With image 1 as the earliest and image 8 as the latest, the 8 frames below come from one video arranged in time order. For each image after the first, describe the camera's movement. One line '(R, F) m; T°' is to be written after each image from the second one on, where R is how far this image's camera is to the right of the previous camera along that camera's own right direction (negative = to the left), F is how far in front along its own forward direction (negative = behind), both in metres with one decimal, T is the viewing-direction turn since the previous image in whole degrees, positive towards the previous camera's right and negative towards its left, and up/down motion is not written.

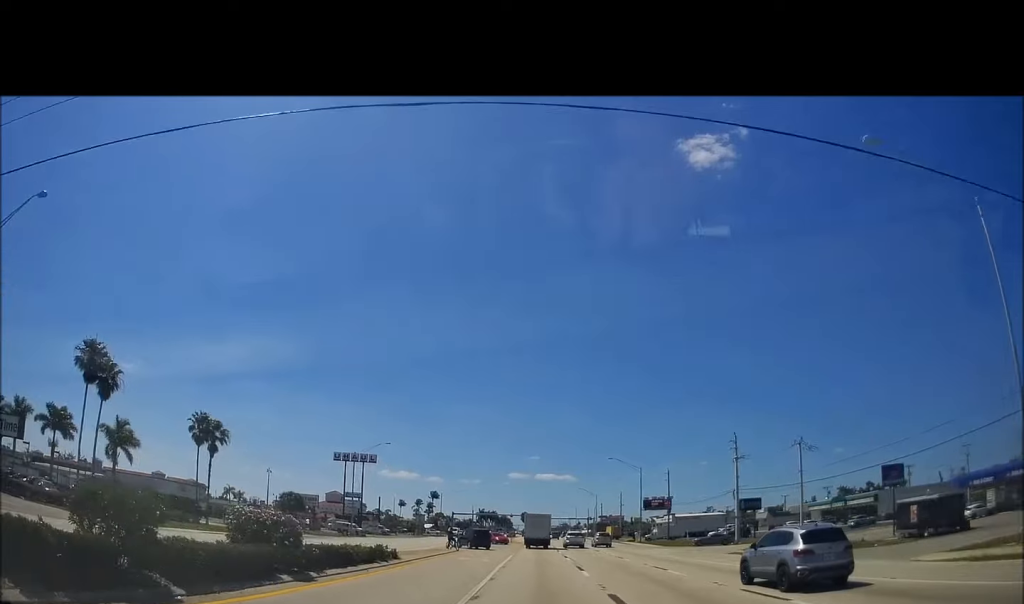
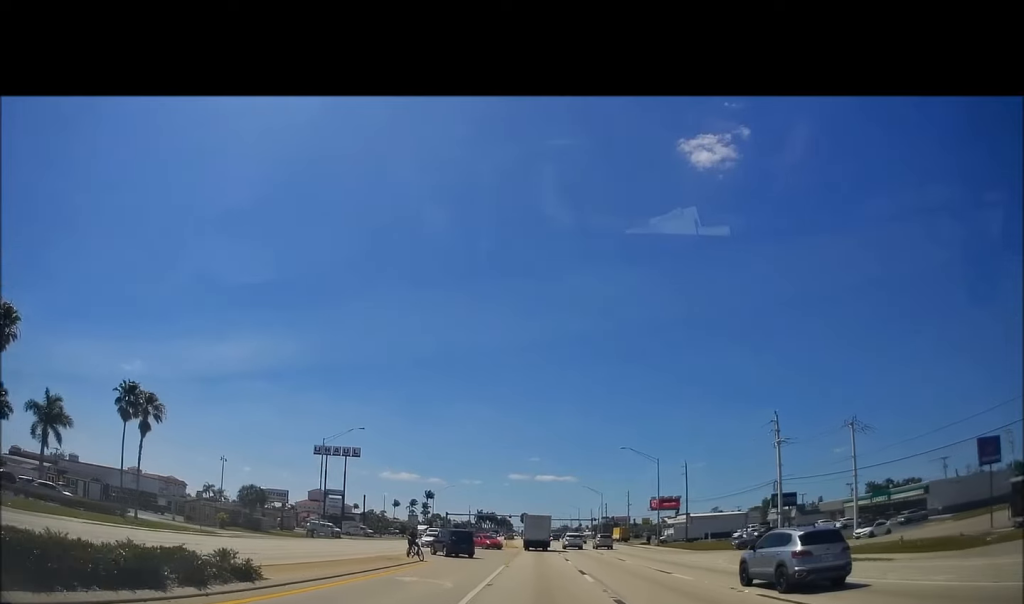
(+0.3, +13.7) m; 0°
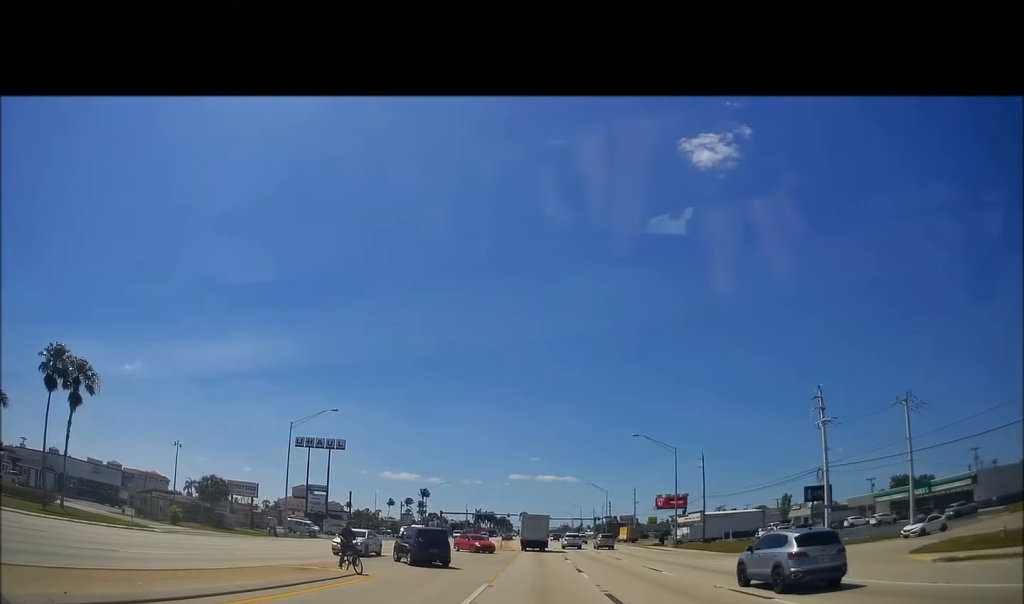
(-0.3, +10.7) m; -1°
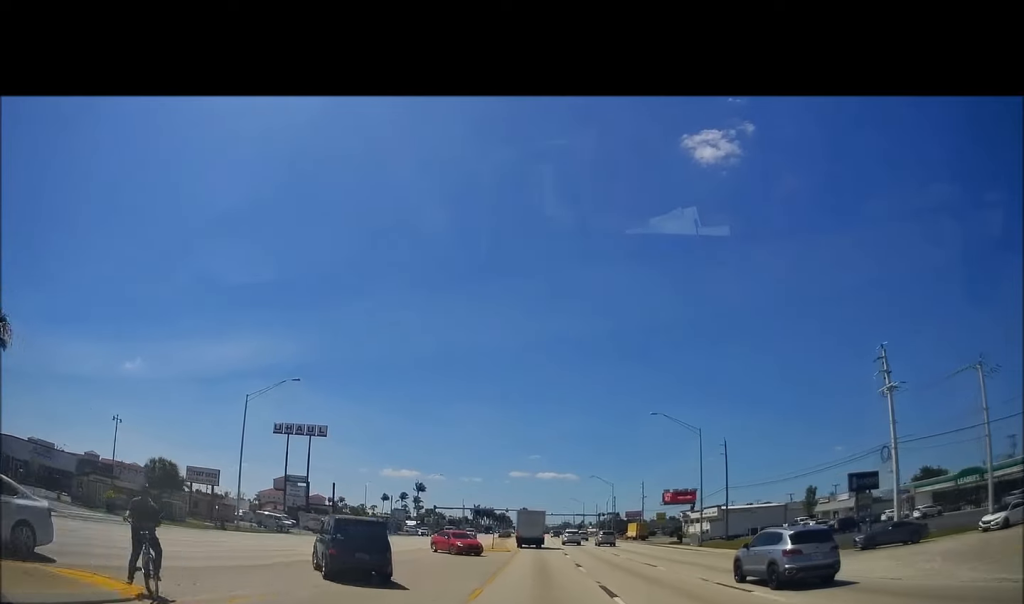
(-0.1, +11.2) m; 0°
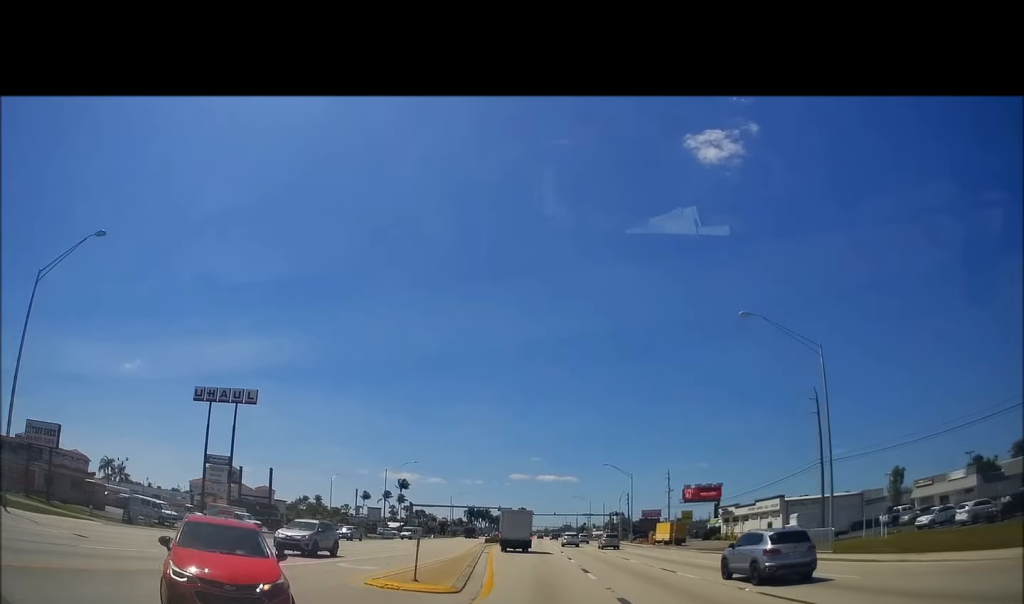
(+0.7, +28.6) m; +1°
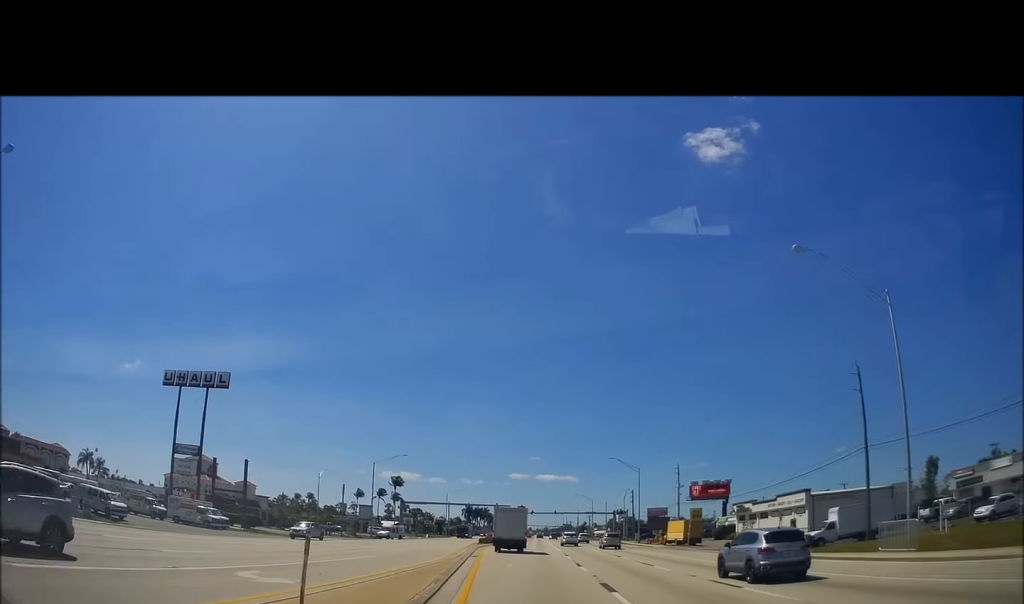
(-0.2, +8.0) m; -1°
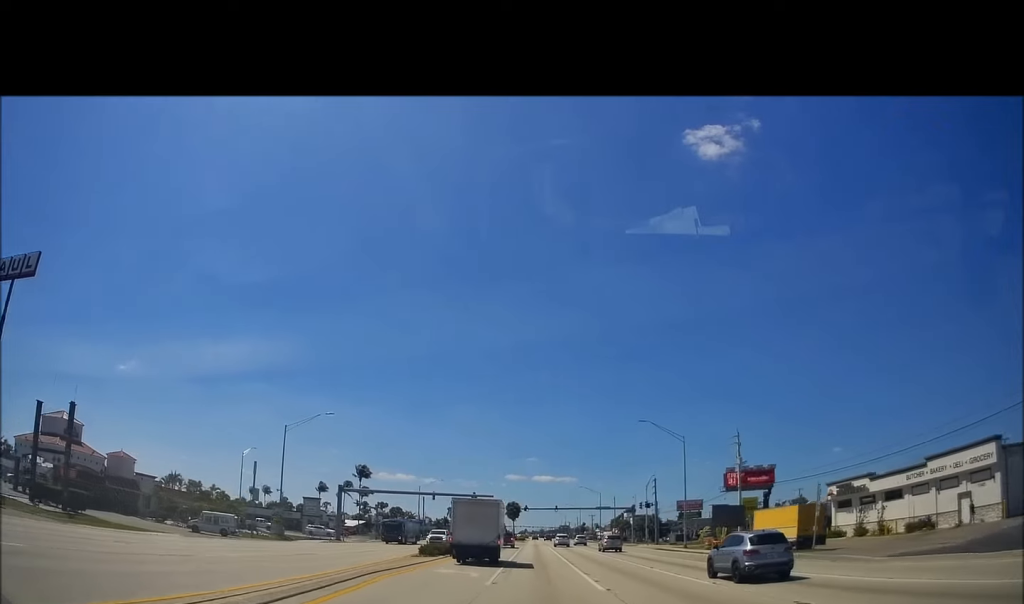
(-0.6, +33.3) m; -1°
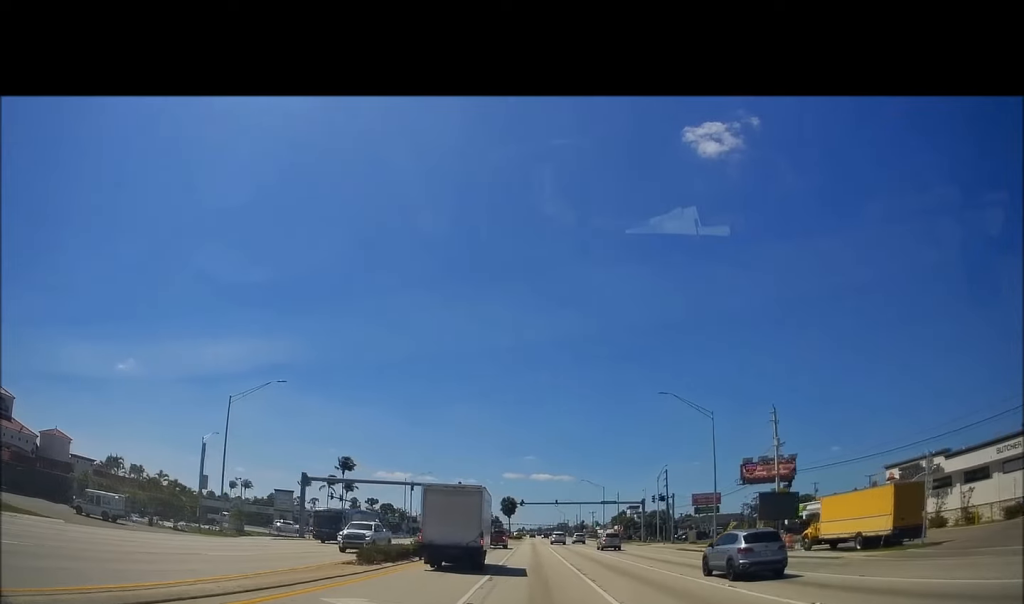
(0.0, +12.0) m; 0°
